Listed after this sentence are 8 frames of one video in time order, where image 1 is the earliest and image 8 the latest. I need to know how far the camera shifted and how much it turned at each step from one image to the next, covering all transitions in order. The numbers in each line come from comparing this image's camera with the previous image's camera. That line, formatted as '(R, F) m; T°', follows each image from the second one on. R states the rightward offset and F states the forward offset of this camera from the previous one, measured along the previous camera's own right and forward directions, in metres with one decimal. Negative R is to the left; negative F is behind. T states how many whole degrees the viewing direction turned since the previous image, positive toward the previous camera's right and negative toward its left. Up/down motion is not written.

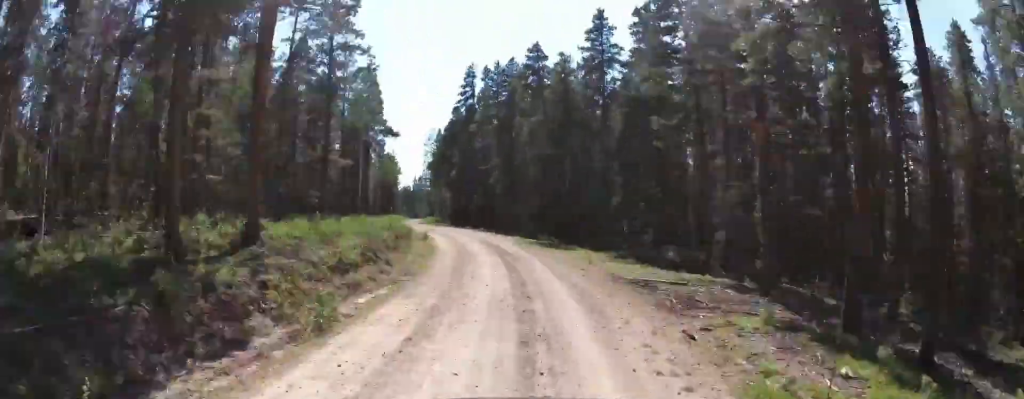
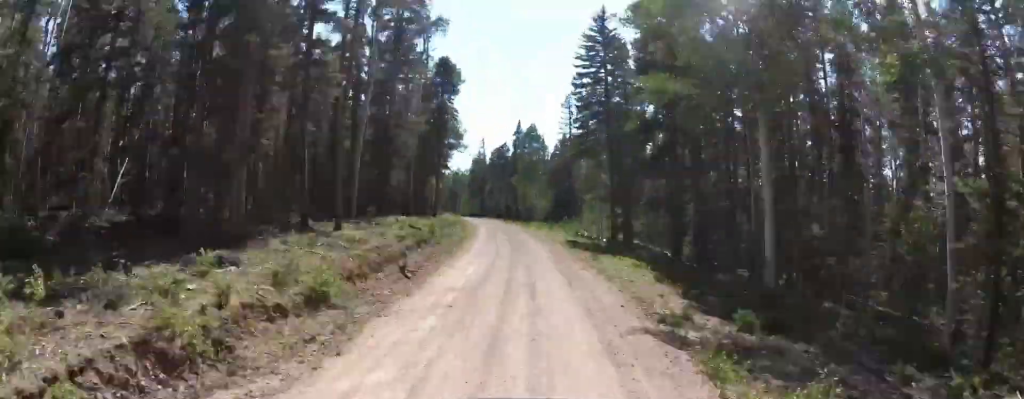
(-18.5, +143.4) m; -13°
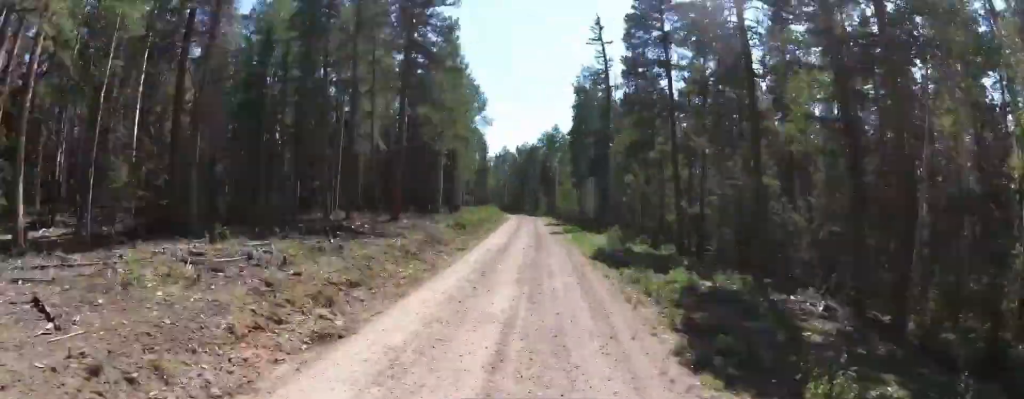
(-6.2, +95.2) m; -8°
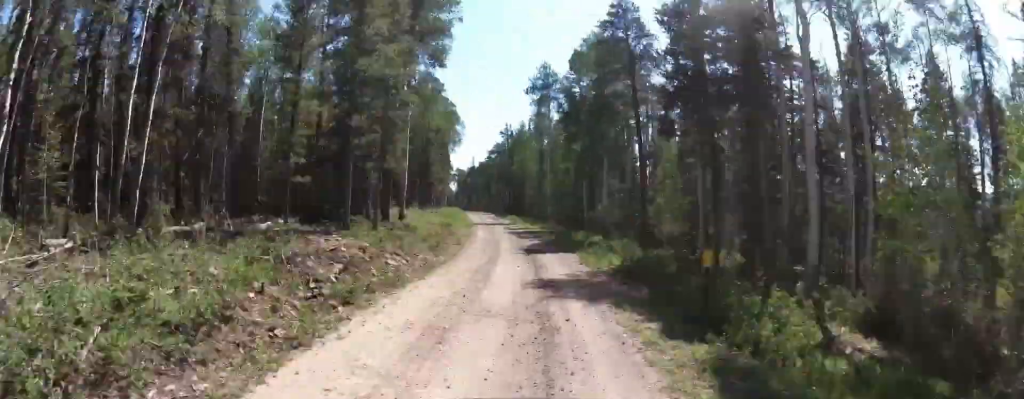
(-3.8, +88.4) m; -8°
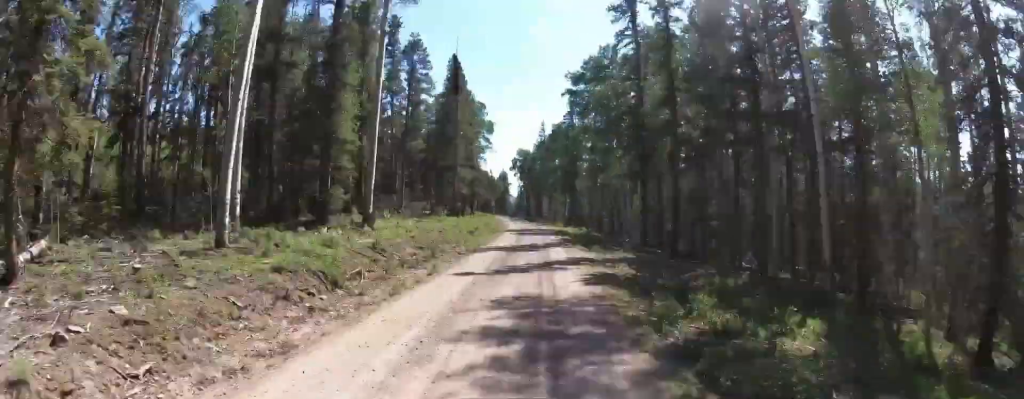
(-8.1, +87.7) m; -6°
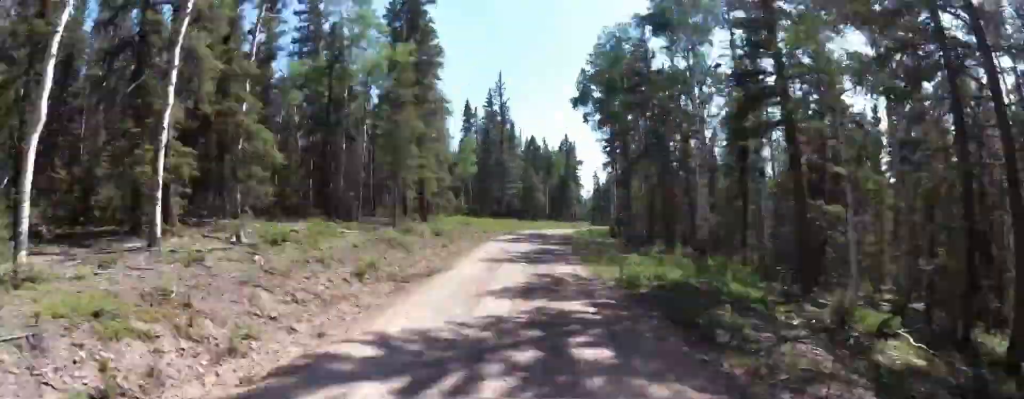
(-3.8, +86.0) m; -1°
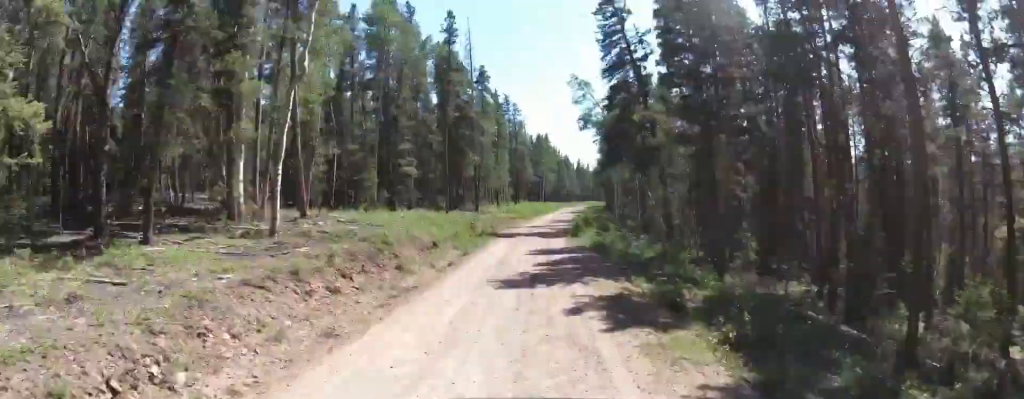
(+0.9, +167.0) m; -1°
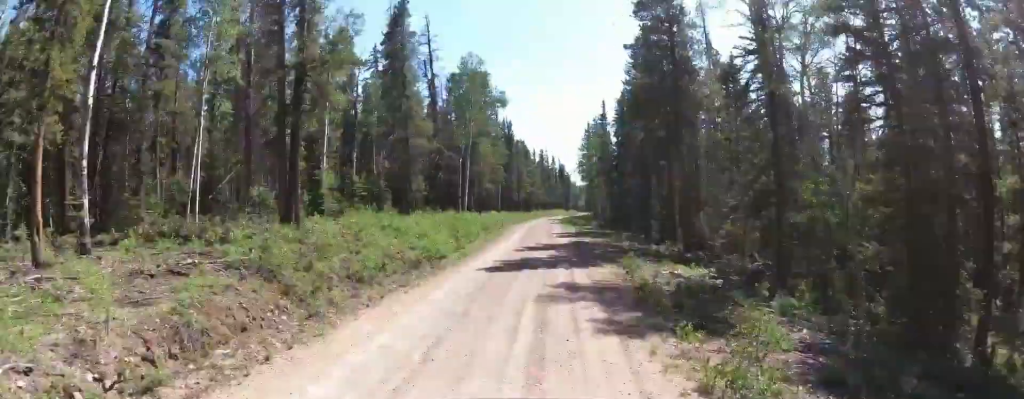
(-4.2, +66.5) m; 0°
